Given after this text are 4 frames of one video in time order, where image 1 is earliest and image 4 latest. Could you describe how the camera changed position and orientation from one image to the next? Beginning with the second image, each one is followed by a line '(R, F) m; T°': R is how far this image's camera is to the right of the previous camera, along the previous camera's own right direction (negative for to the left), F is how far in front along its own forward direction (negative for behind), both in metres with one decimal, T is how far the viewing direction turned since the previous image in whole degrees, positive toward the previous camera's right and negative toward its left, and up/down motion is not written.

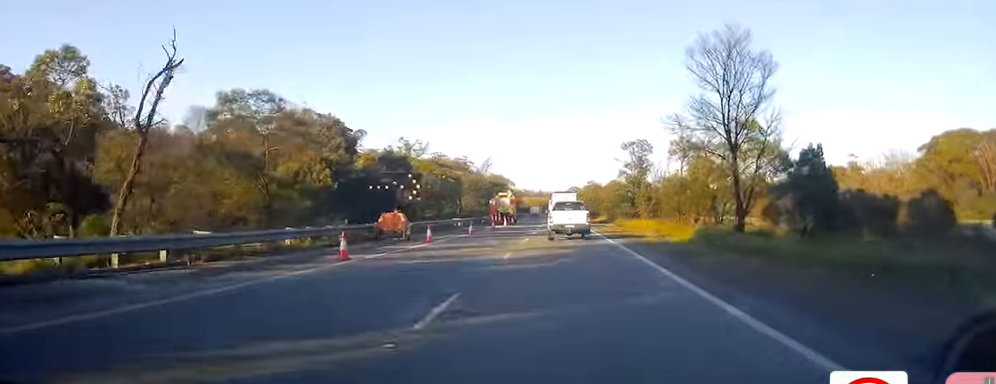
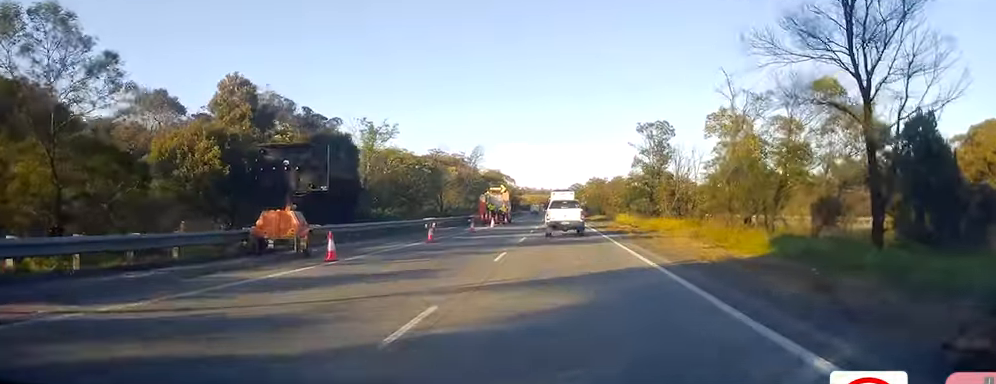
(-0.3, +13.2) m; +1°
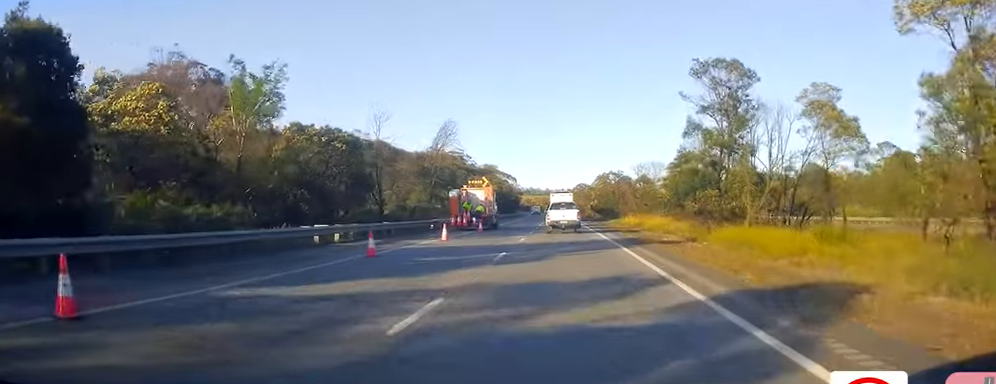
(+0.4, +22.9) m; 0°
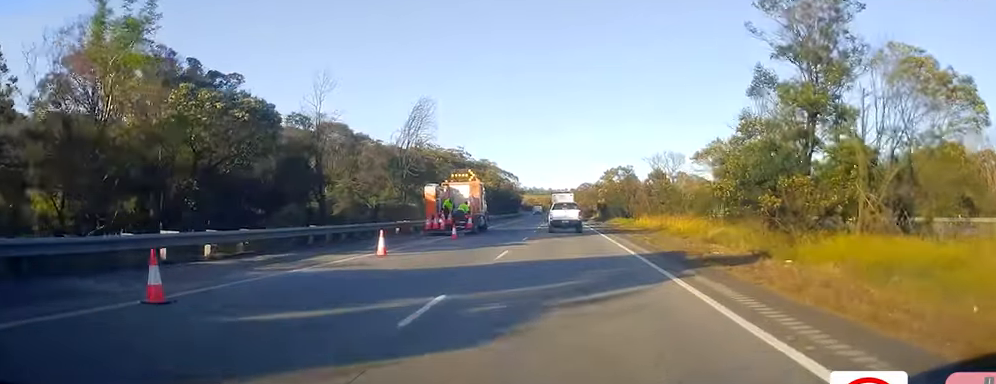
(-0.2, +11.1) m; -1°
